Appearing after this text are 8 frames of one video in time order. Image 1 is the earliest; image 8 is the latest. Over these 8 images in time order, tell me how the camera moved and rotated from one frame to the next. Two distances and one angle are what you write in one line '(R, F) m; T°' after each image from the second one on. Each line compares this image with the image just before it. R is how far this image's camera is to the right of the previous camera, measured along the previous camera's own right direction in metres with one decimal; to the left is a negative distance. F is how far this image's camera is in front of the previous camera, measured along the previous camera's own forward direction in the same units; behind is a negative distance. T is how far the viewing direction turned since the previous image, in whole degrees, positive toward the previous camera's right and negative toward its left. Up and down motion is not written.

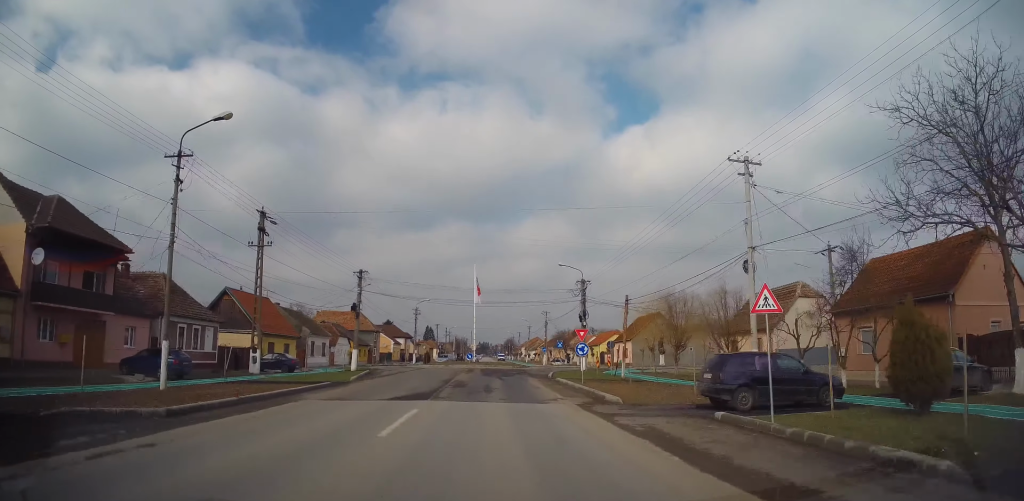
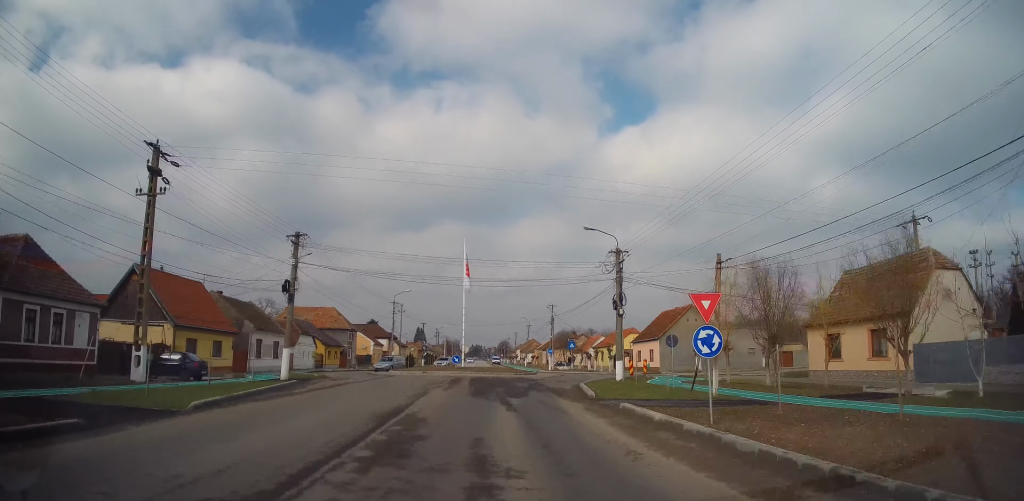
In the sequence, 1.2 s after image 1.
(+0.3, +14.0) m; +2°
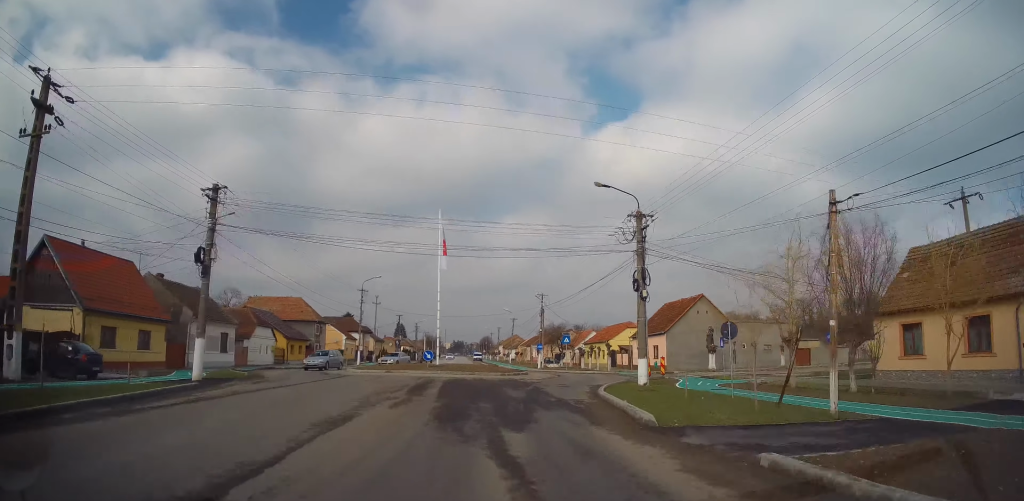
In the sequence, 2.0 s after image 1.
(0.0, +7.8) m; +1°
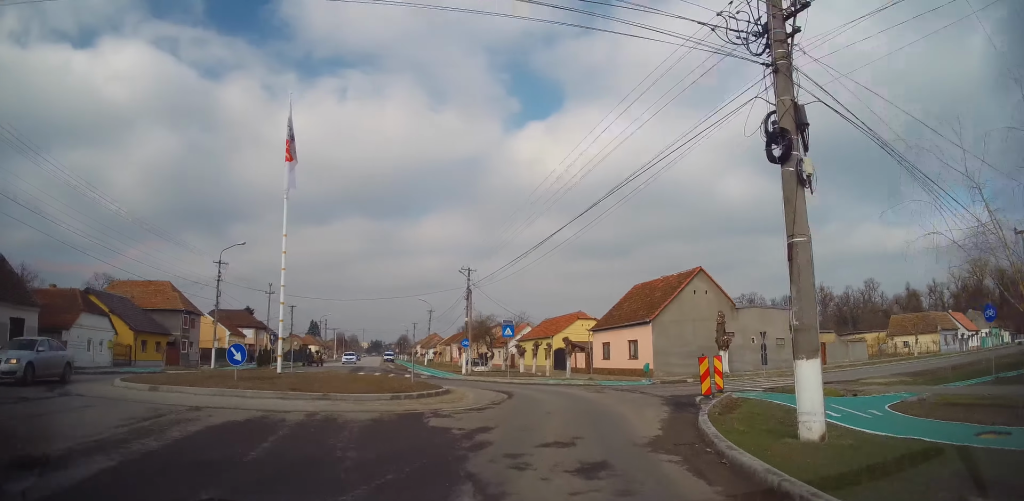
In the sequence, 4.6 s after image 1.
(+1.2, +18.4) m; +10°
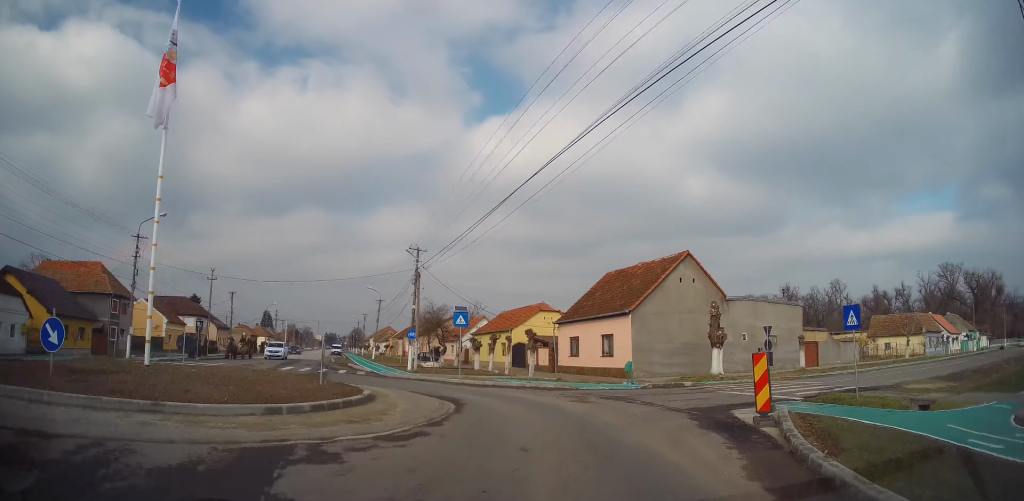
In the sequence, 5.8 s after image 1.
(+0.2, +5.8) m; +6°
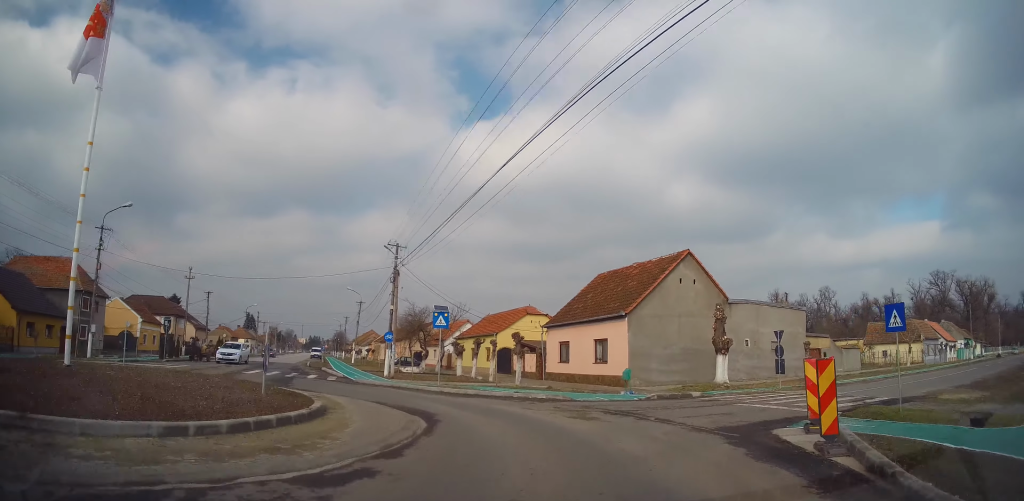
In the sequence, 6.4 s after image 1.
(+0.2, +2.4) m; 0°
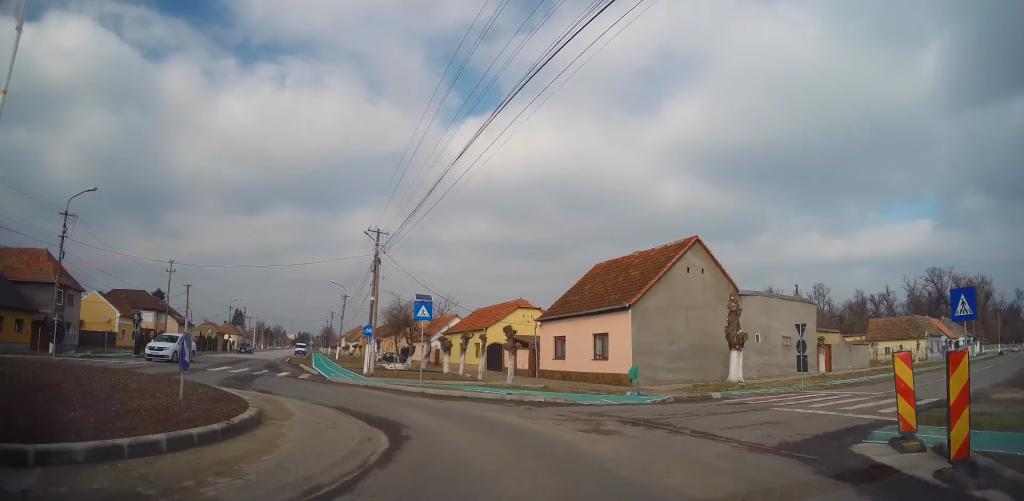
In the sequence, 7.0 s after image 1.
(0.0, +2.5) m; -1°
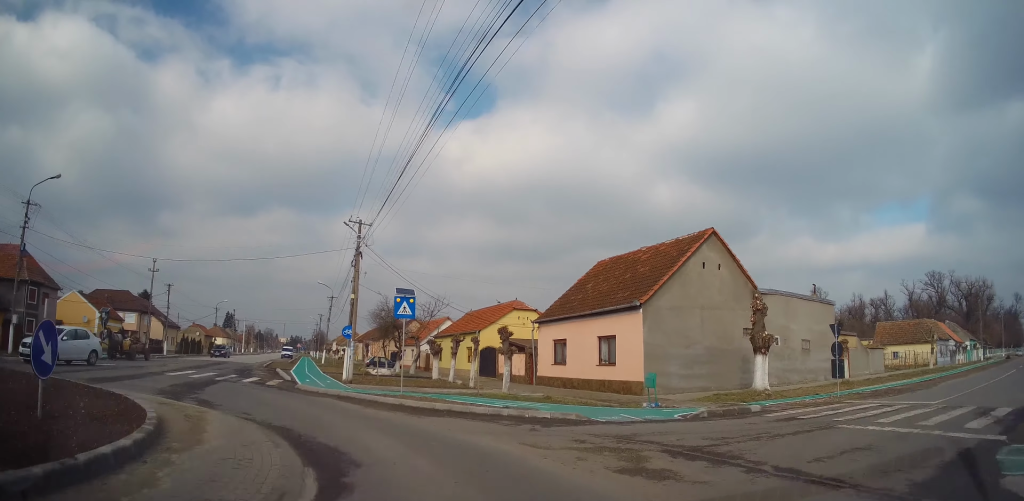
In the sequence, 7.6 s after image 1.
(-0.2, +2.8) m; -3°
